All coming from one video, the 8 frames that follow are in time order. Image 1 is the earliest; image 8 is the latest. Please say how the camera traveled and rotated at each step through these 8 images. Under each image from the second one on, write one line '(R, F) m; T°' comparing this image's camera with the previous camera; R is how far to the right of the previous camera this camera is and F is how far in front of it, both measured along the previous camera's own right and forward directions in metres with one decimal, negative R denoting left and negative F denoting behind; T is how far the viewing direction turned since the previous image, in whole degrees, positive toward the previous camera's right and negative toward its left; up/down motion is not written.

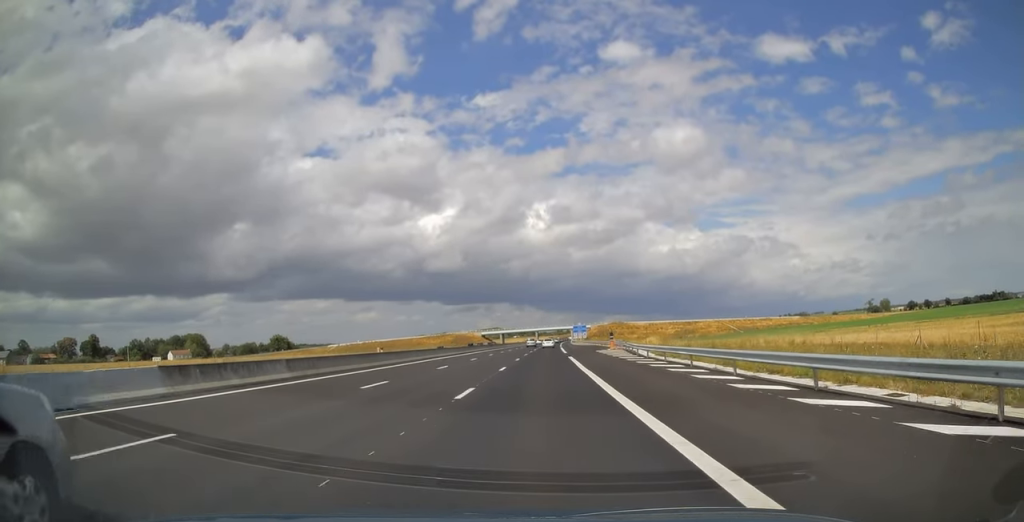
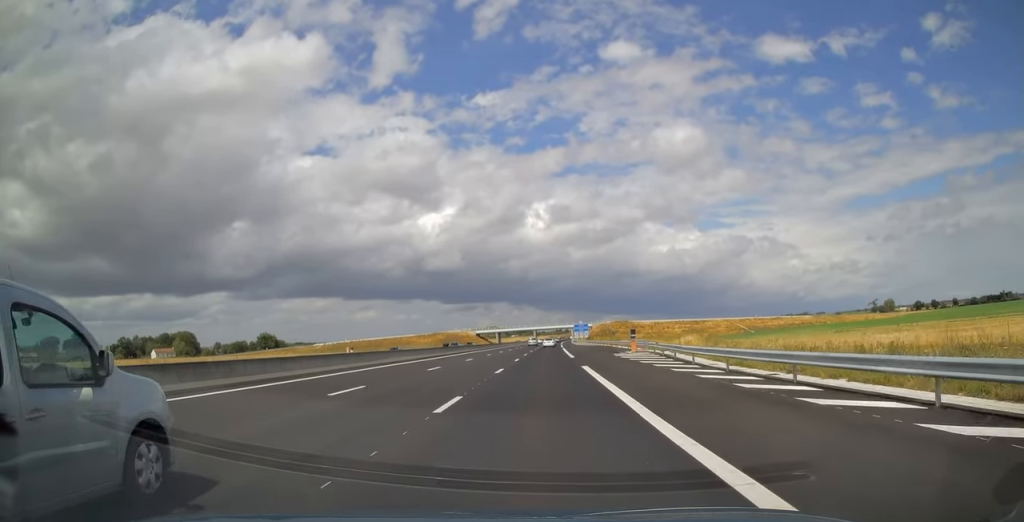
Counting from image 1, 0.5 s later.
(0.0, +16.2) m; 0°
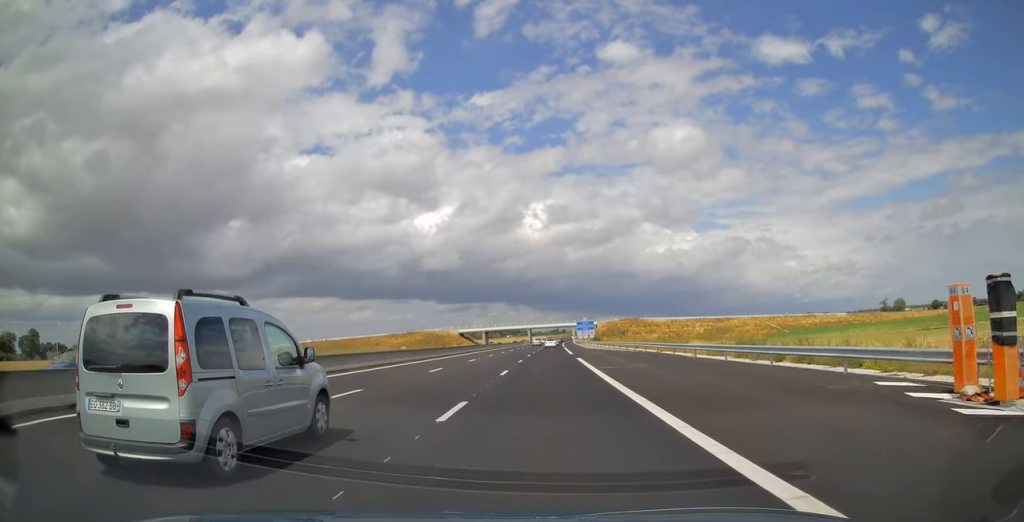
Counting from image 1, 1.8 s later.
(+0.3, +40.4) m; 0°
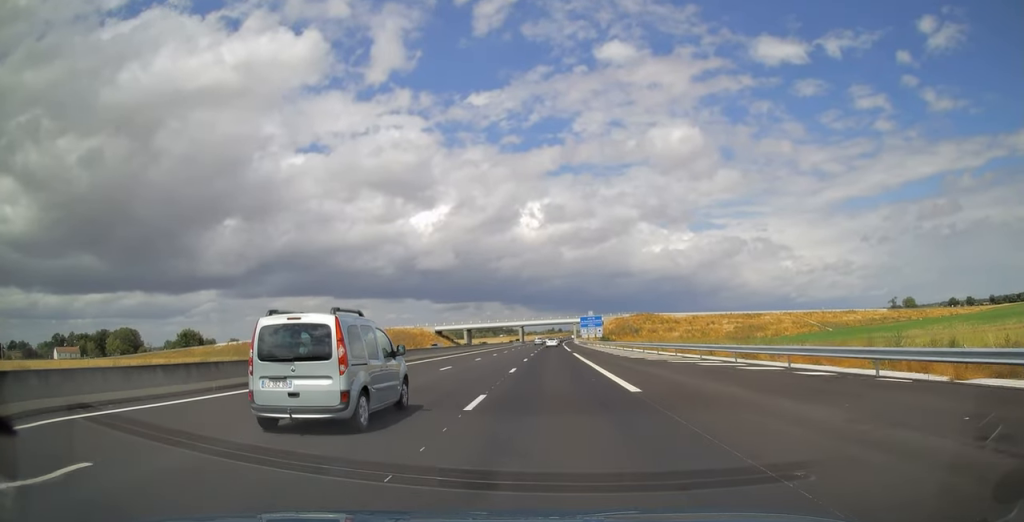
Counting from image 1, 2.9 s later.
(0.0, +37.8) m; 0°
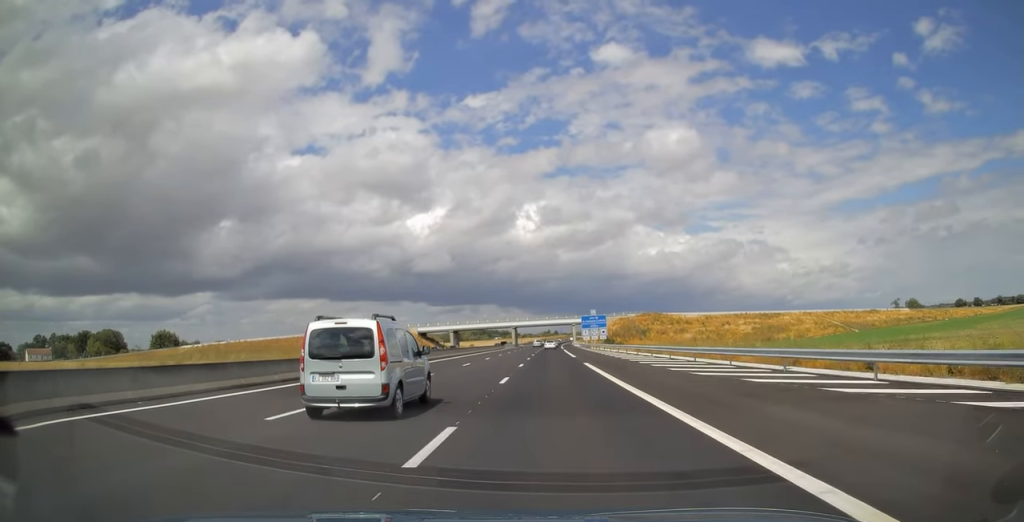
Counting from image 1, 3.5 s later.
(0.0, +18.3) m; 0°
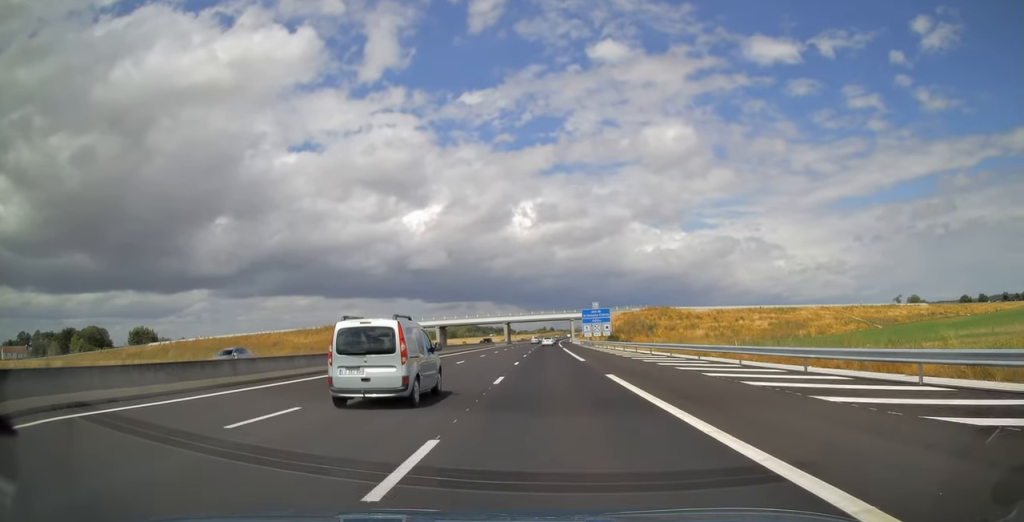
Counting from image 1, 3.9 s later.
(0.0, +14.5) m; 0°
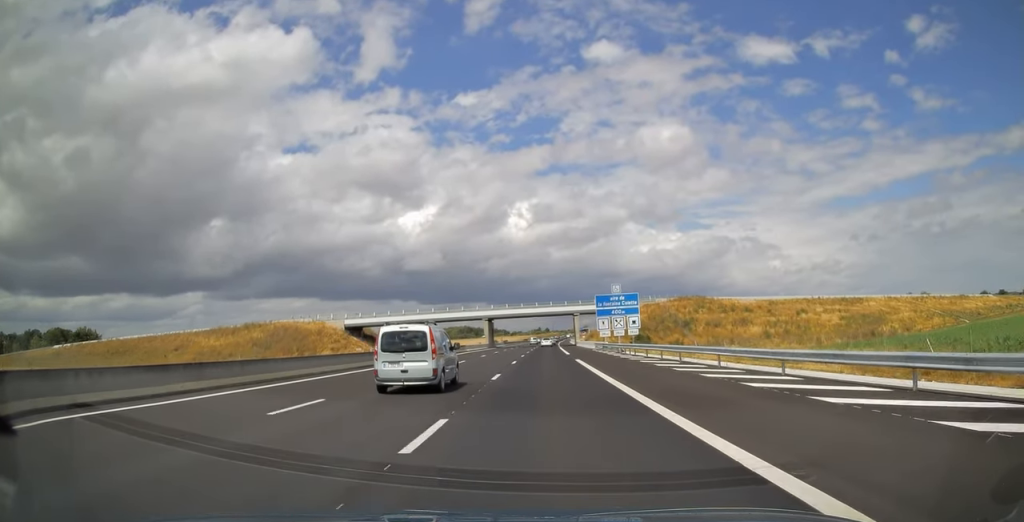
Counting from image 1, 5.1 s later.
(+0.3, +37.1) m; +1°
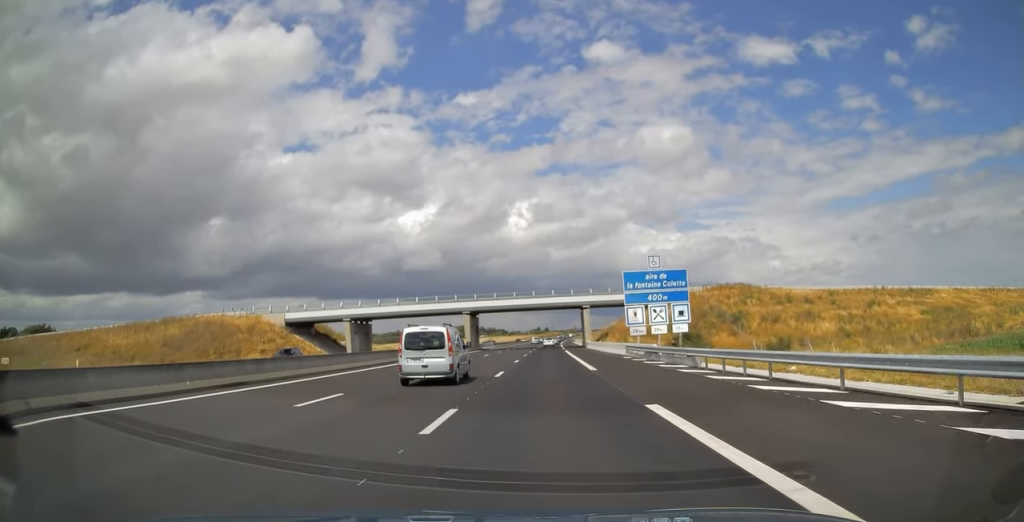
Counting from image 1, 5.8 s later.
(+0.2, +24.7) m; 0°
